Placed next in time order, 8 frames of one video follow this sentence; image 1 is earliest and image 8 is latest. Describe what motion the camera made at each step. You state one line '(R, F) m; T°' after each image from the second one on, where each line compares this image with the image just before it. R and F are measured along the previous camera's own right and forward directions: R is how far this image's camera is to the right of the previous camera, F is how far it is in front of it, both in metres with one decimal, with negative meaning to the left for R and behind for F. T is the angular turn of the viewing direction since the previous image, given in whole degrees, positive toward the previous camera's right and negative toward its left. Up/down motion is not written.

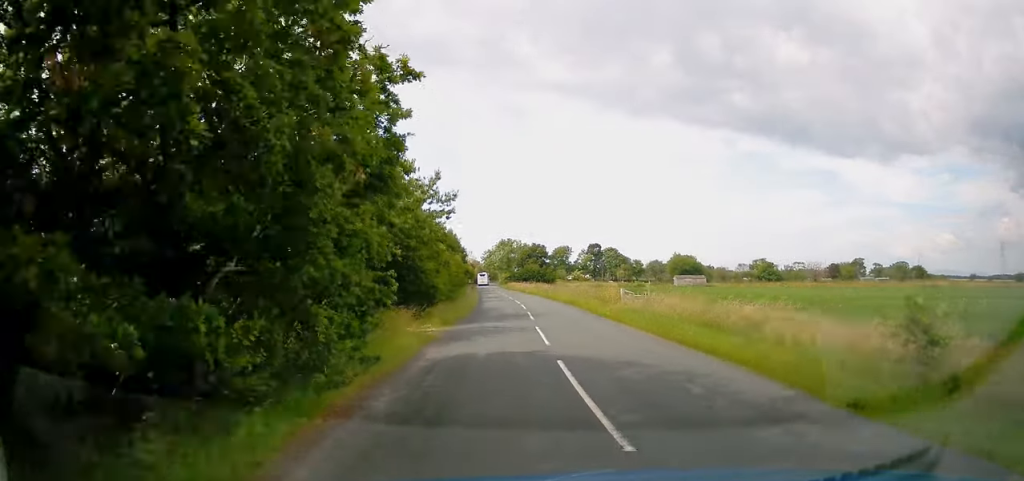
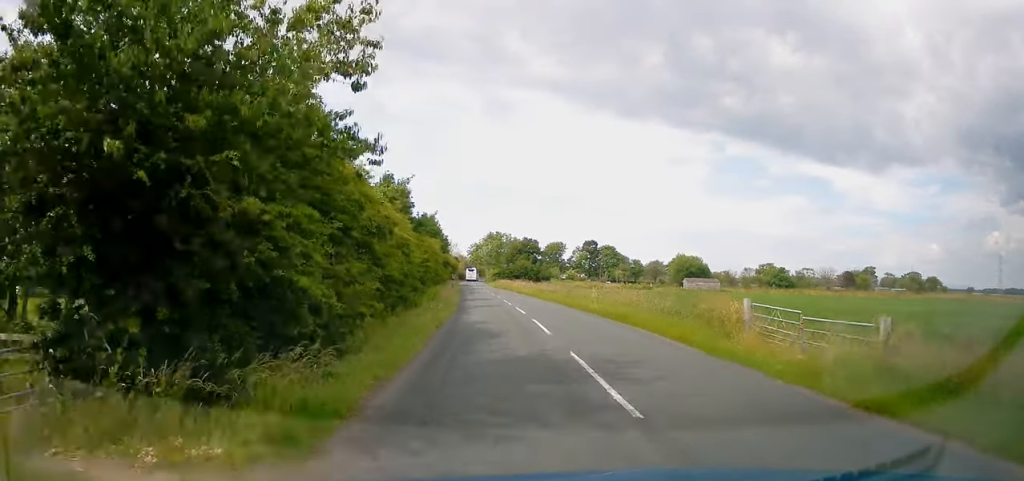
(-0.1, +16.9) m; +1°
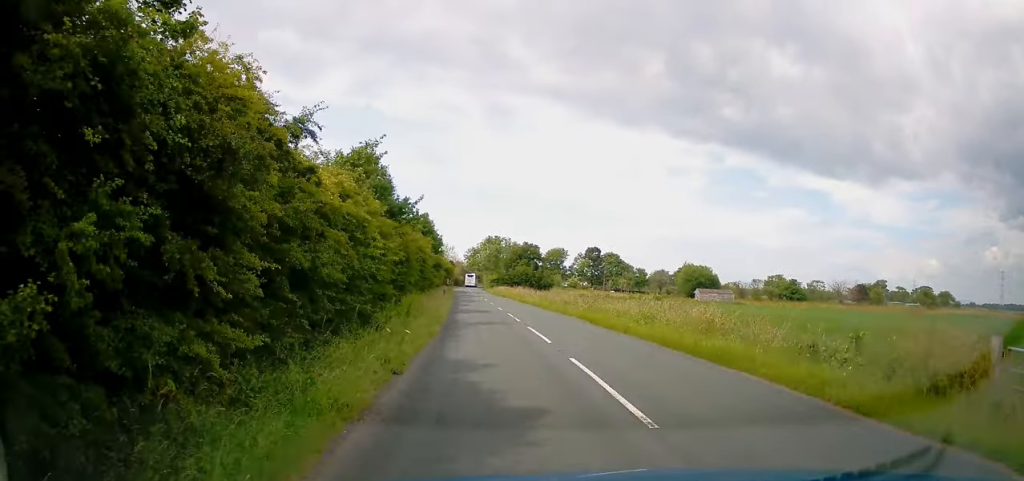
(+0.1, +9.0) m; +1°
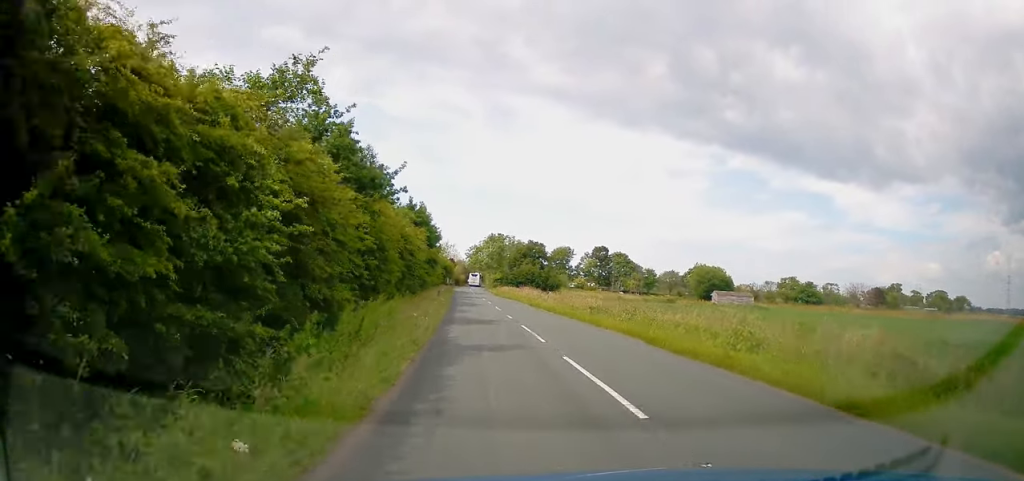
(0.0, +7.9) m; 0°
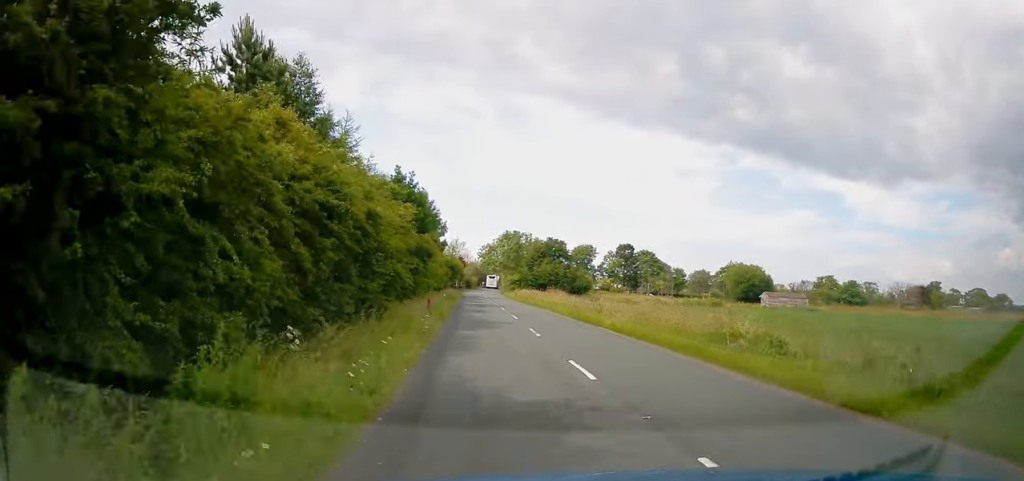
(0.0, +15.7) m; -1°
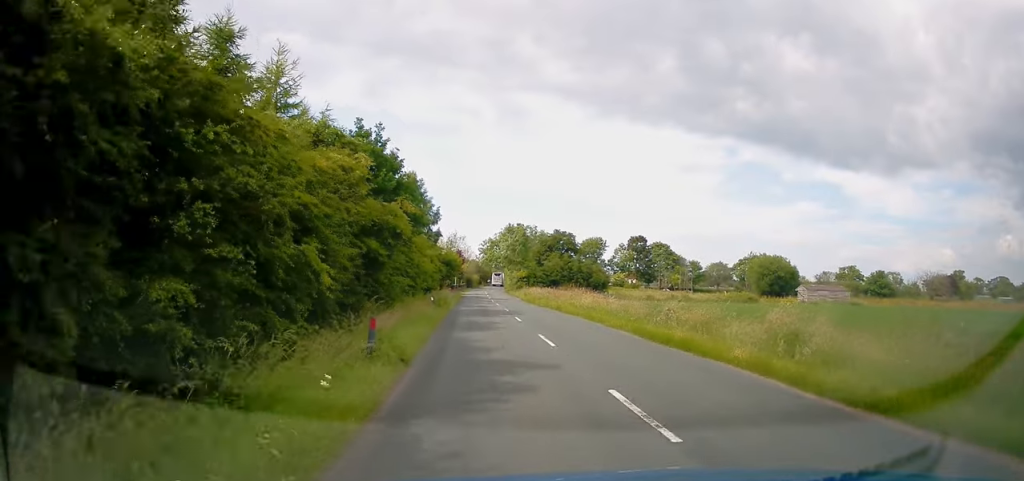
(-0.2, +11.9) m; 0°
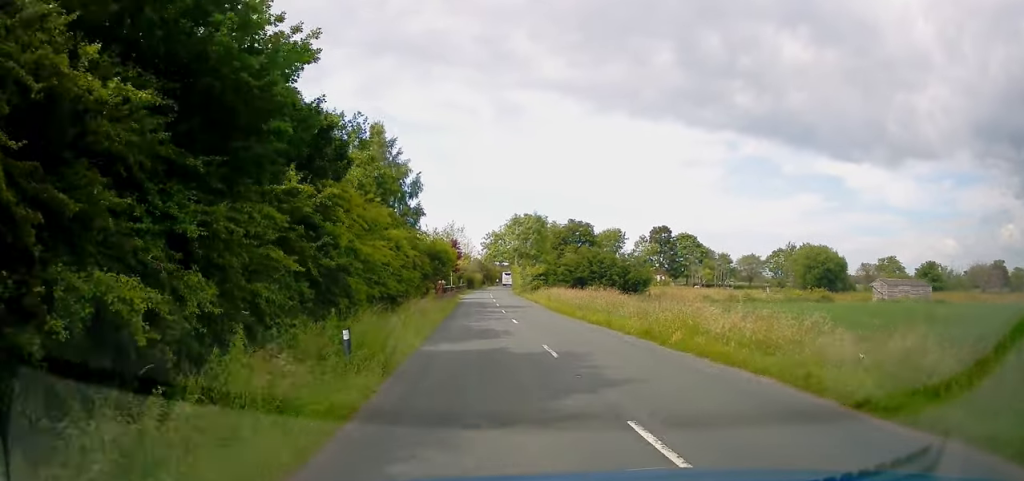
(+0.2, +18.3) m; 0°
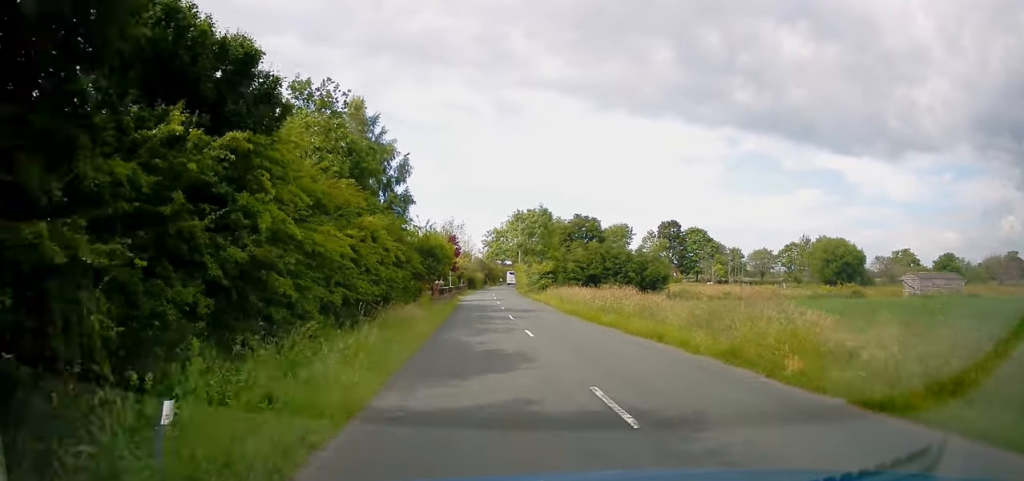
(-0.1, +5.8) m; 0°
